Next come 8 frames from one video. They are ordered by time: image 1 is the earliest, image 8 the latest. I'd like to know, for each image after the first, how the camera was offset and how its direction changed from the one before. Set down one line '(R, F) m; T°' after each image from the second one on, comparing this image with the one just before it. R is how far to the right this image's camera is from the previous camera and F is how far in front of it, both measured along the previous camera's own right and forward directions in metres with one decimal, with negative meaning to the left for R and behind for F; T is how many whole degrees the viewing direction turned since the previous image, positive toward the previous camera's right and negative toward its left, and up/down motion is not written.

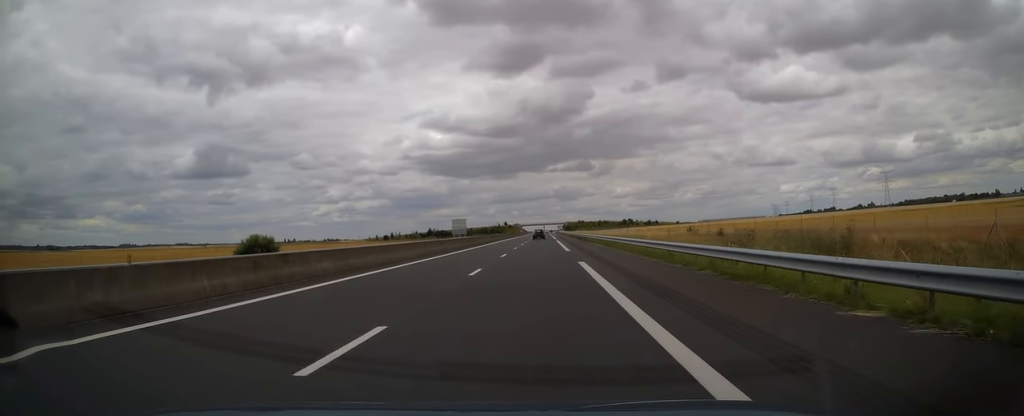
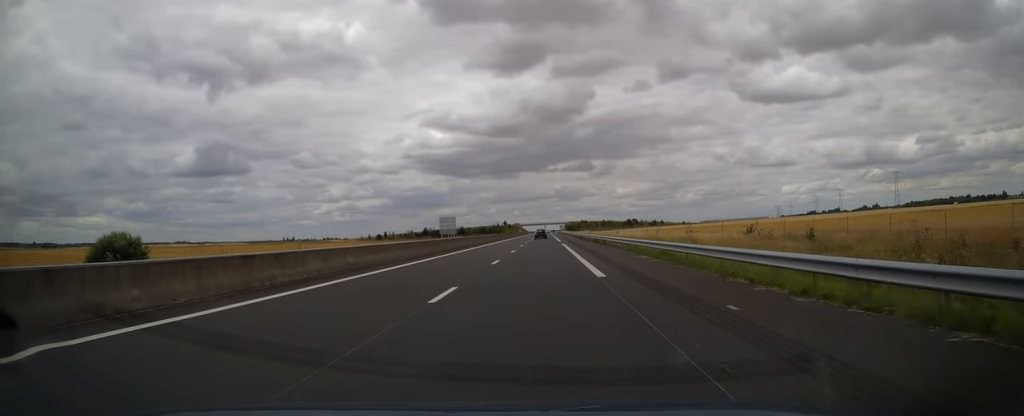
(+0.2, +20.0) m; 0°
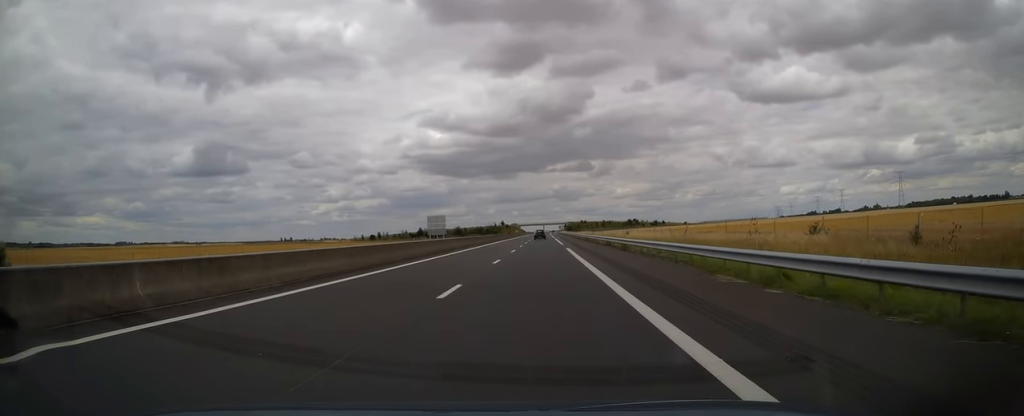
(0.0, +12.2) m; 0°
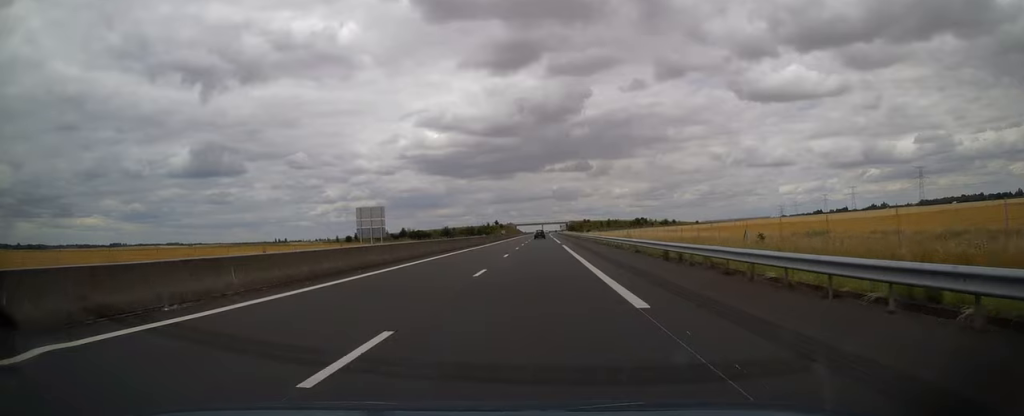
(-0.5, +45.9) m; 0°
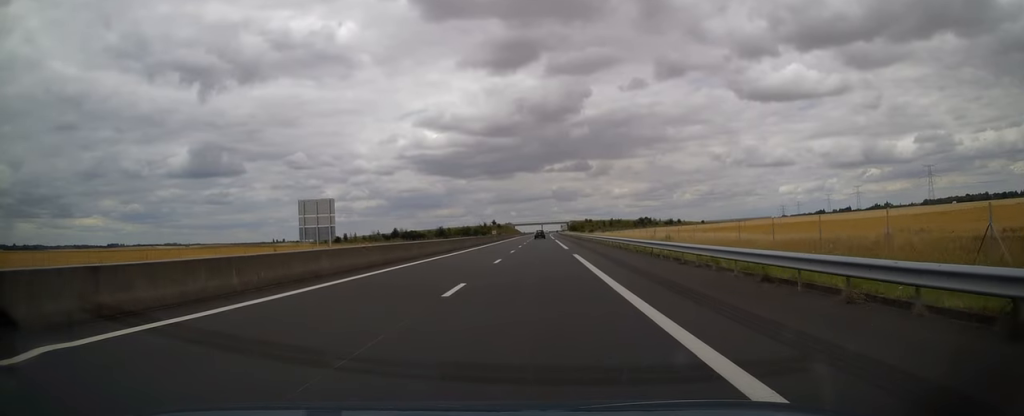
(+0.3, +18.5) m; +1°
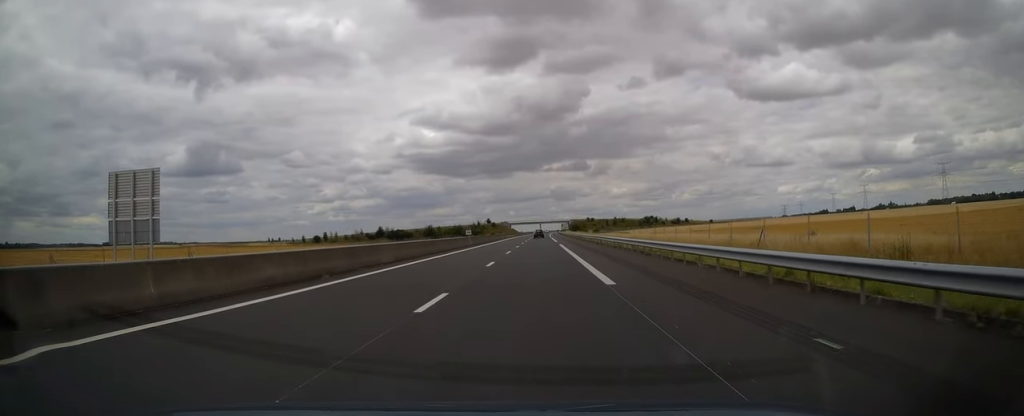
(+0.1, +28.3) m; 0°
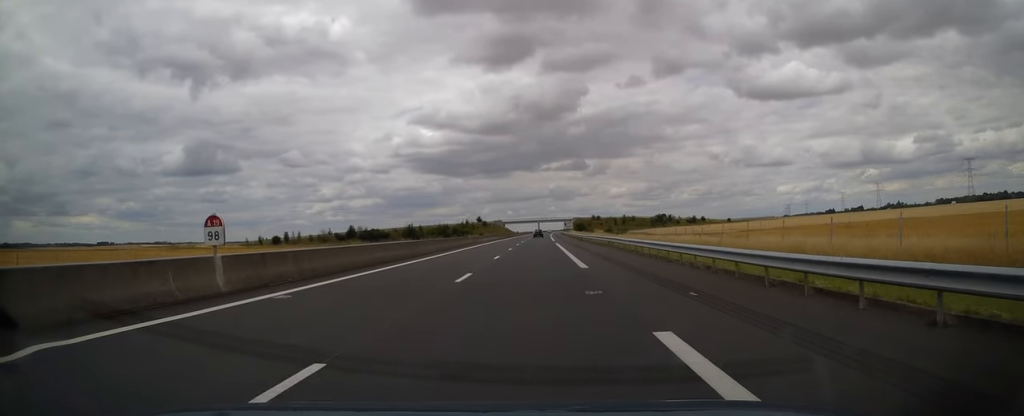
(0.0, +45.8) m; 0°
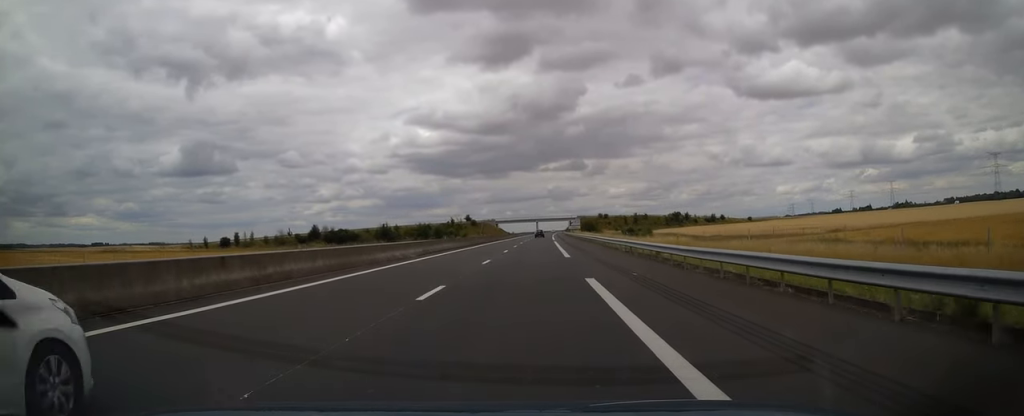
(-0.5, +43.0) m; 0°
